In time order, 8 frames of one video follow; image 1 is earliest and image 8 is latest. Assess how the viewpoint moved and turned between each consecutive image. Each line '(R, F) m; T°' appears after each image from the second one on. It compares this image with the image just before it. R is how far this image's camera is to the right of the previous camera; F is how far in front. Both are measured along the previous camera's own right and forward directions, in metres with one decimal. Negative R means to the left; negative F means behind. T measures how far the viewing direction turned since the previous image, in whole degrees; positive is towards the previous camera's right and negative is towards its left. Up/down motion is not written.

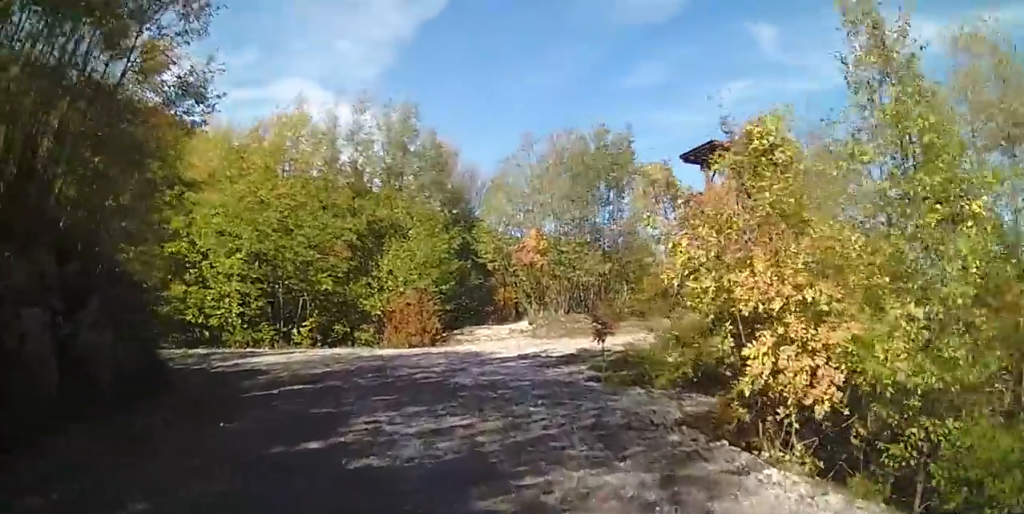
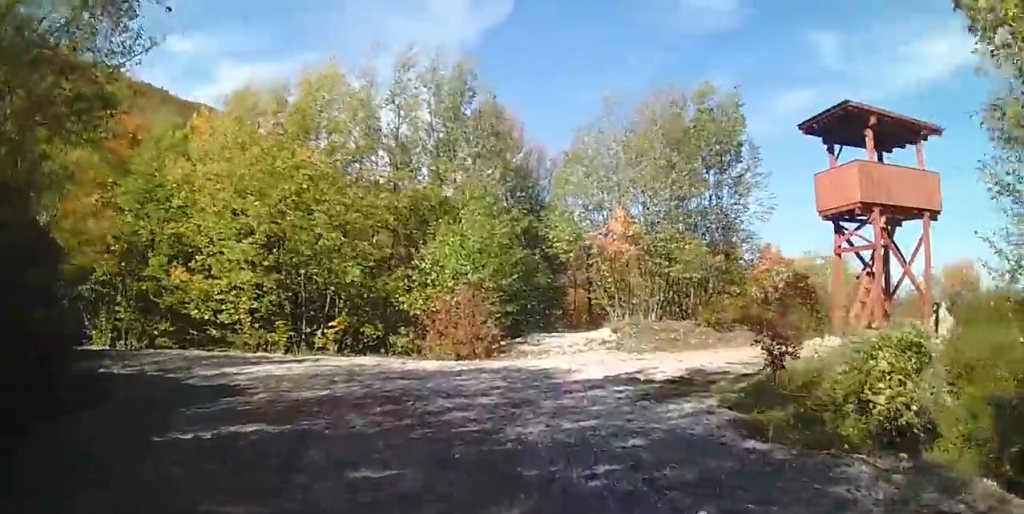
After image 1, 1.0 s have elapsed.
(0.0, +4.6) m; -5°
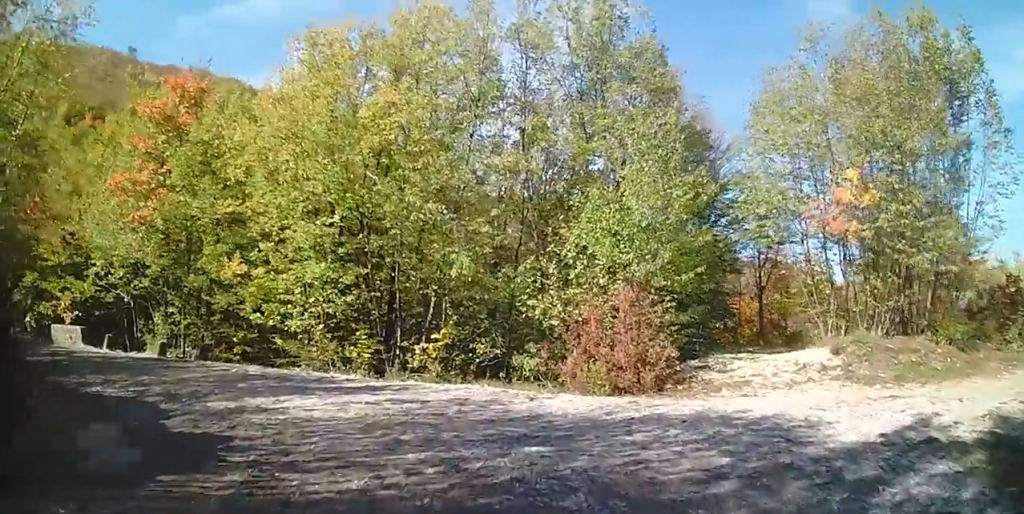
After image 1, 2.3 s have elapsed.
(-1.0, +5.1) m; -29°
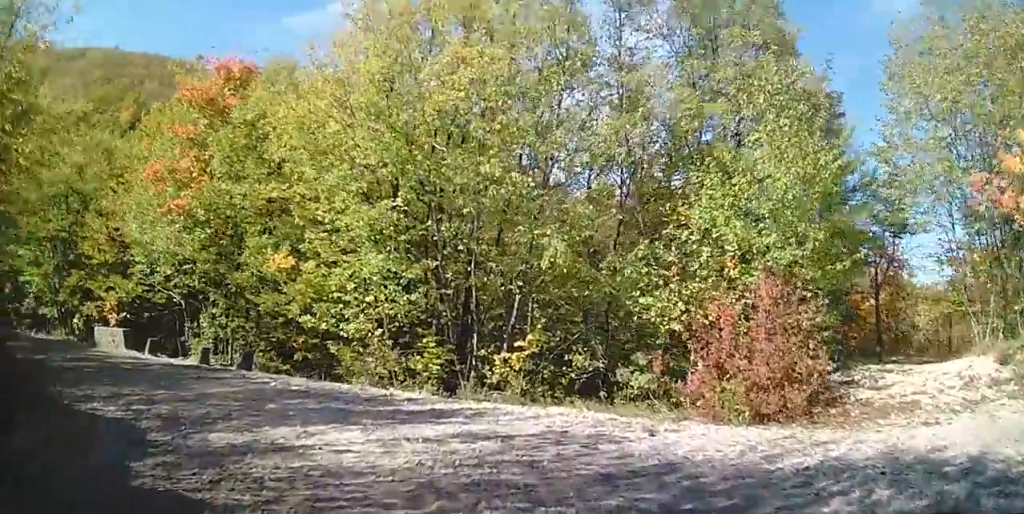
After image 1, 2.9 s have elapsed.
(-0.3, +2.5) m; -18°
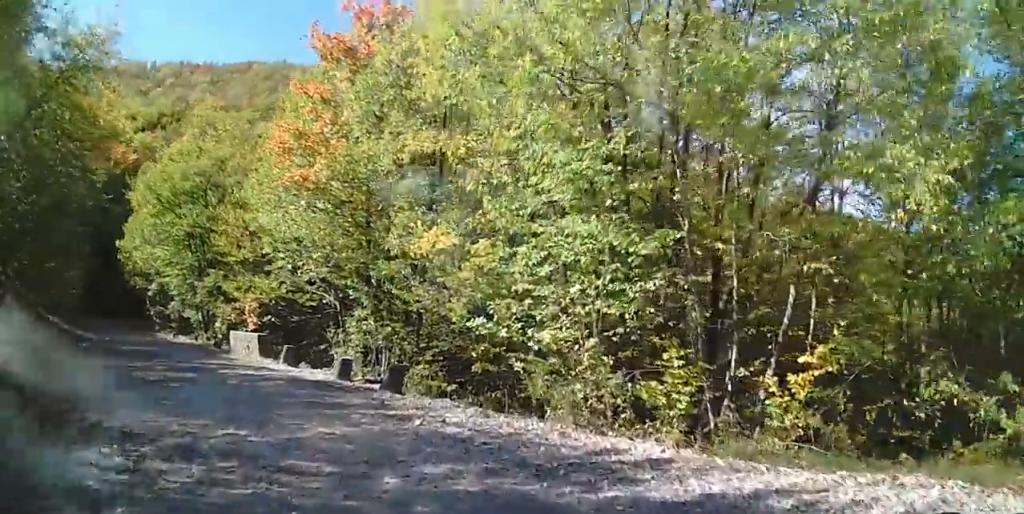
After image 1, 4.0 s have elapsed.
(-0.9, +4.3) m; -14°
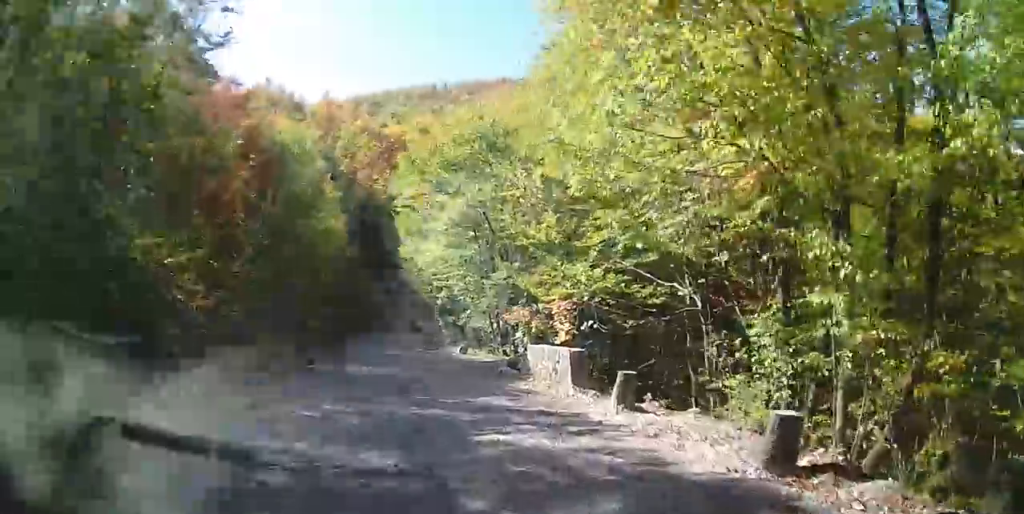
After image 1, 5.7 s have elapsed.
(-1.2, +7.3) m; -23°
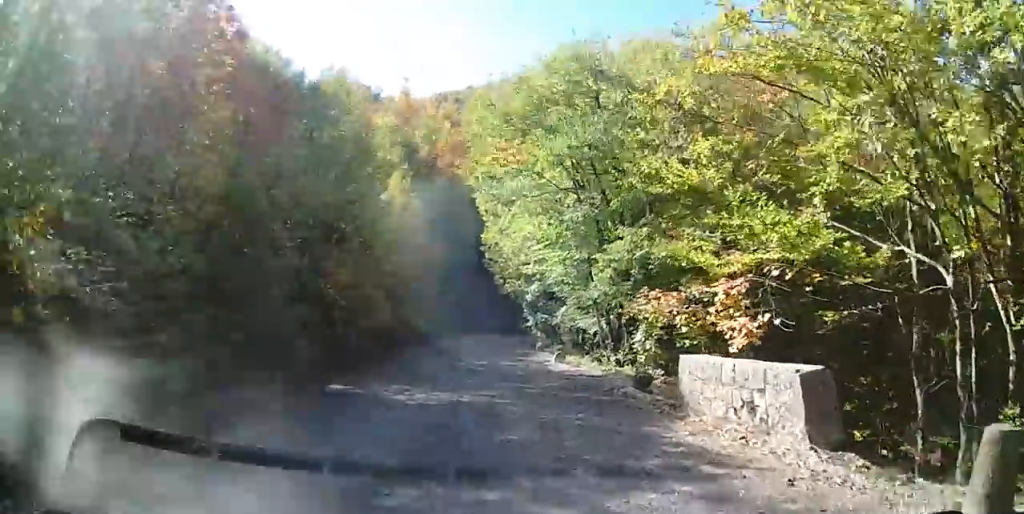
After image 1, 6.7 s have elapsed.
(-0.5, +4.7) m; -11°
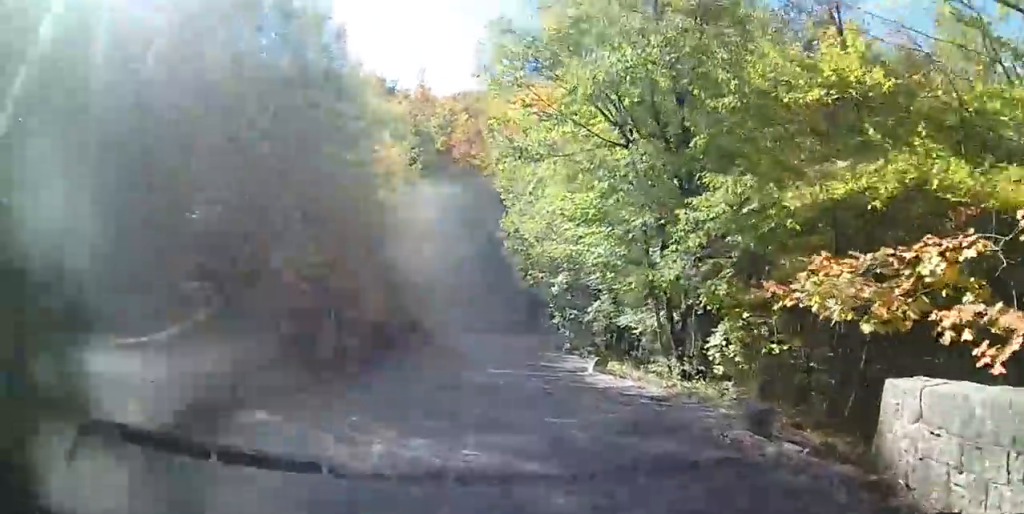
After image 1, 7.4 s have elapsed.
(-0.2, +3.1) m; -3°
